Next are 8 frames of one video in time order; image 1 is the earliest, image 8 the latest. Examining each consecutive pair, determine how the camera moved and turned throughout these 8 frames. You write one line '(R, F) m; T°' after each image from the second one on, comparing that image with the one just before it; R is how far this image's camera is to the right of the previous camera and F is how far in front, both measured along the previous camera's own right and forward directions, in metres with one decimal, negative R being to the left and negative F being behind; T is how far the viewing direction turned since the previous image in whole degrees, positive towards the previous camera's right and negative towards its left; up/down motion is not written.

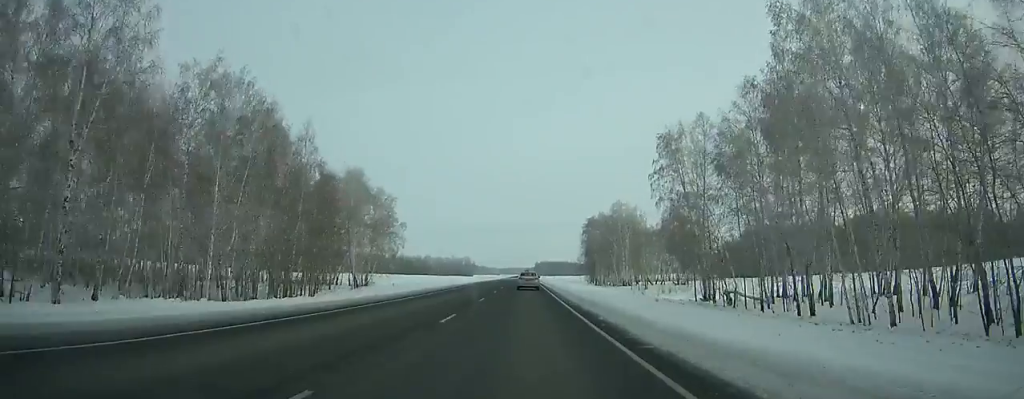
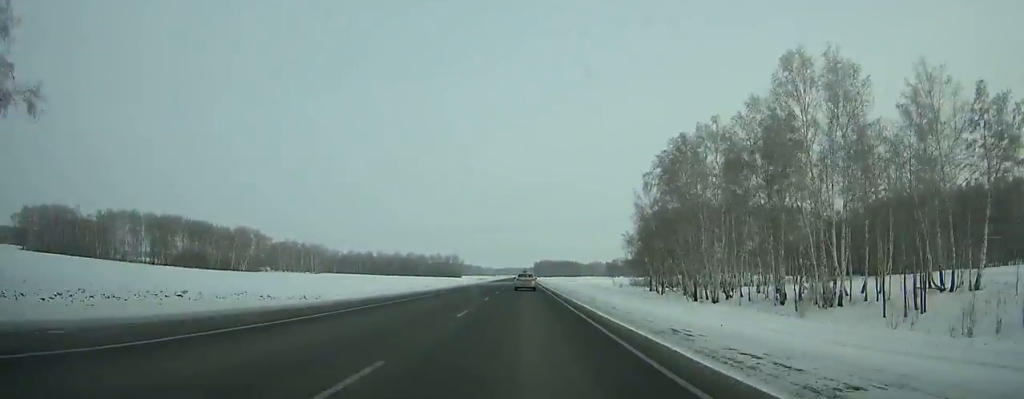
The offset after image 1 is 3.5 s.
(0.0, +92.4) m; 0°
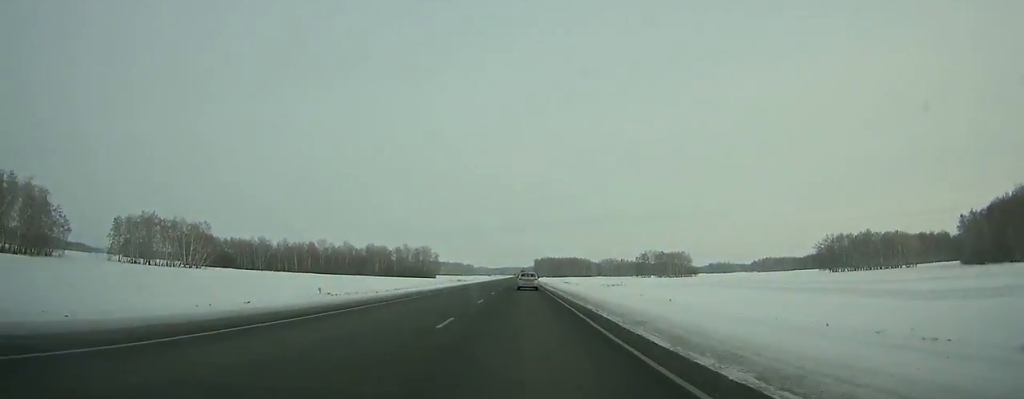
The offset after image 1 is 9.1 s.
(-0.1, +148.4) m; 0°
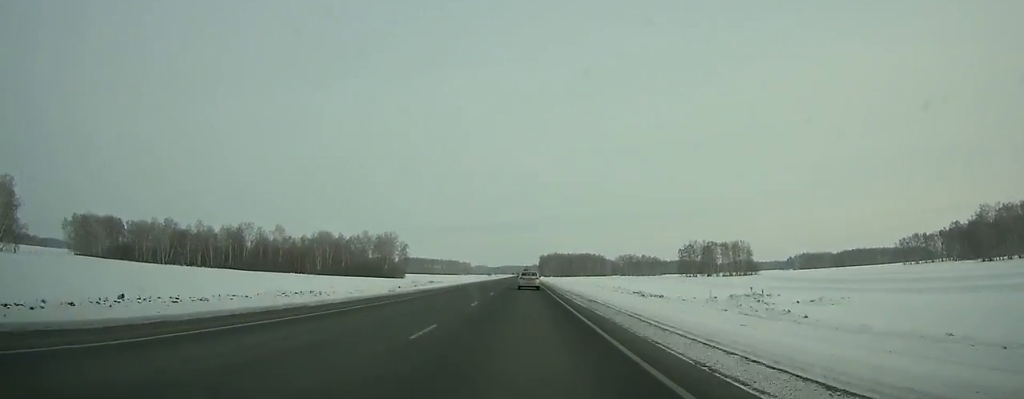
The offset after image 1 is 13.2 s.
(0.0, +109.7) m; 0°
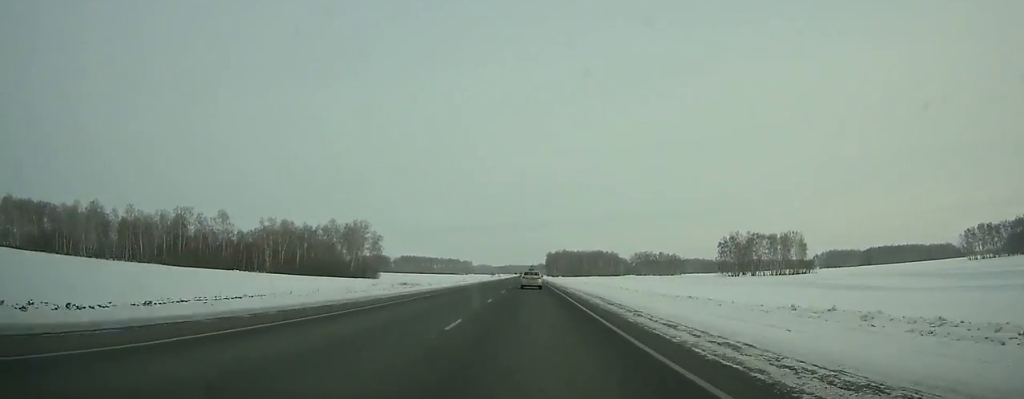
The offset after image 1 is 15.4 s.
(-0.1, +59.0) m; 0°
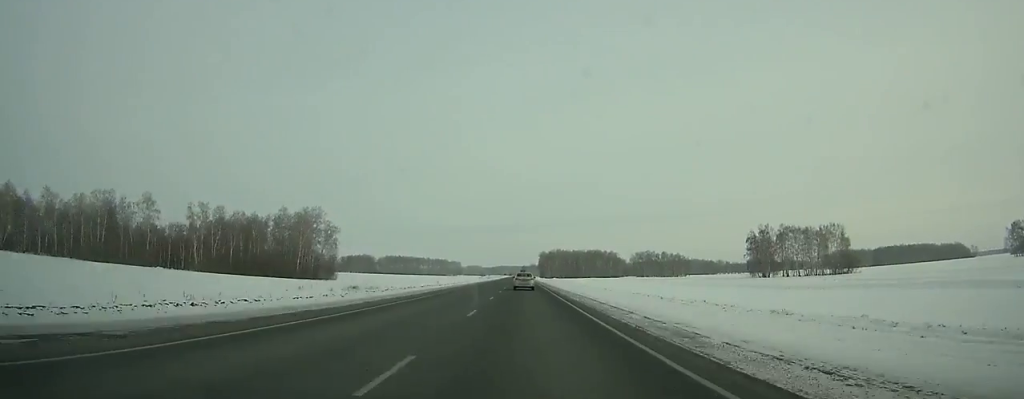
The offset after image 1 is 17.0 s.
(0.0, +43.1) m; 0°
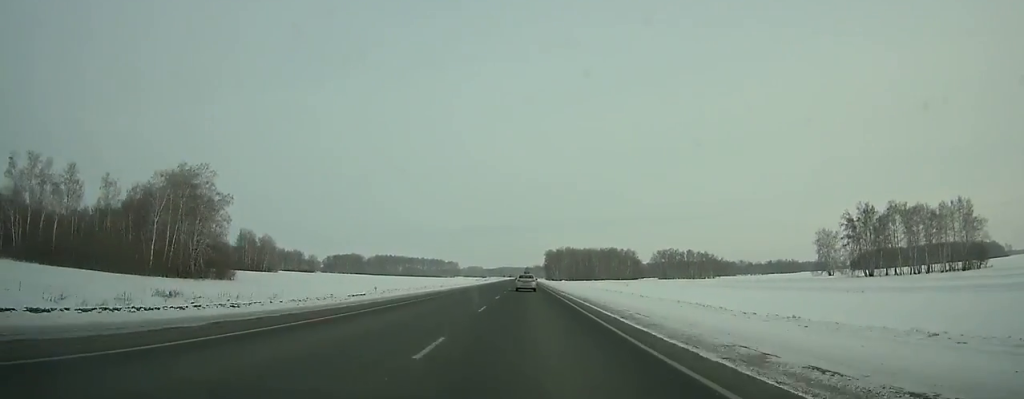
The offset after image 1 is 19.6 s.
(0.0, +70.2) m; 0°
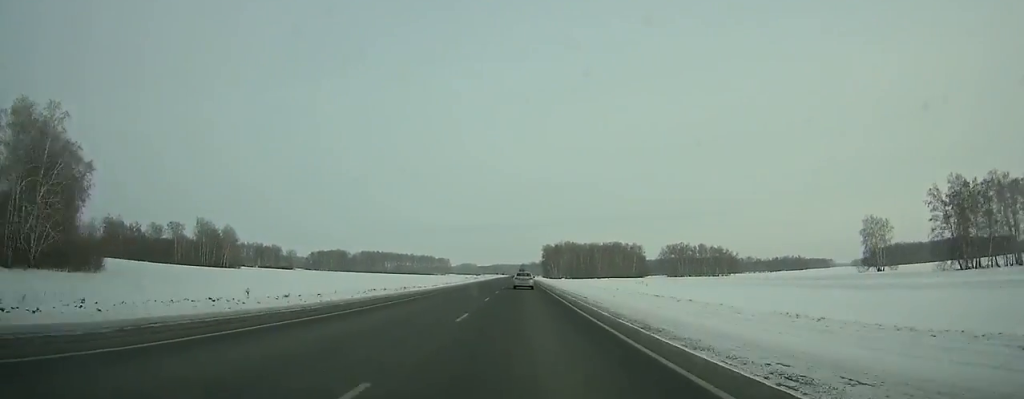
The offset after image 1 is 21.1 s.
(0.0, +40.5) m; 0°
